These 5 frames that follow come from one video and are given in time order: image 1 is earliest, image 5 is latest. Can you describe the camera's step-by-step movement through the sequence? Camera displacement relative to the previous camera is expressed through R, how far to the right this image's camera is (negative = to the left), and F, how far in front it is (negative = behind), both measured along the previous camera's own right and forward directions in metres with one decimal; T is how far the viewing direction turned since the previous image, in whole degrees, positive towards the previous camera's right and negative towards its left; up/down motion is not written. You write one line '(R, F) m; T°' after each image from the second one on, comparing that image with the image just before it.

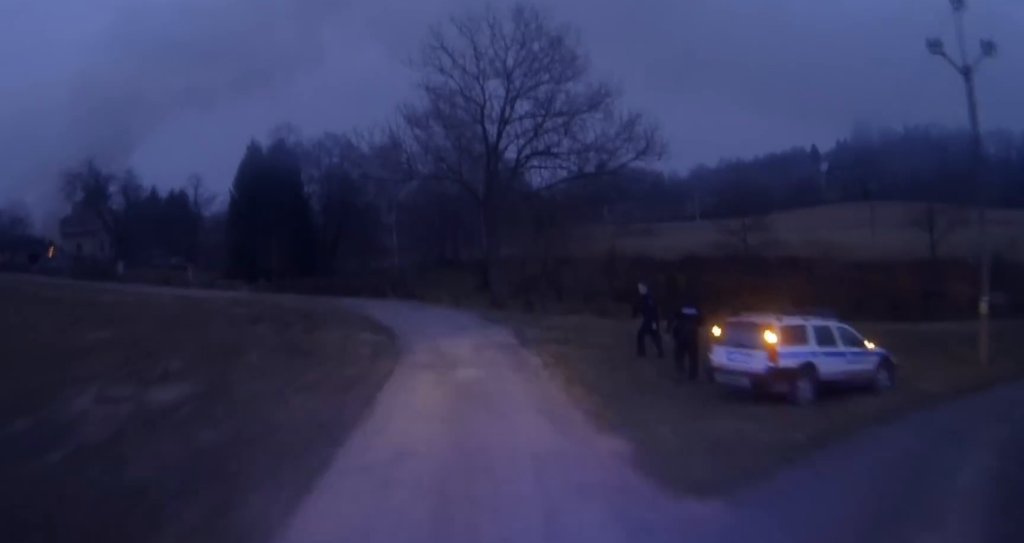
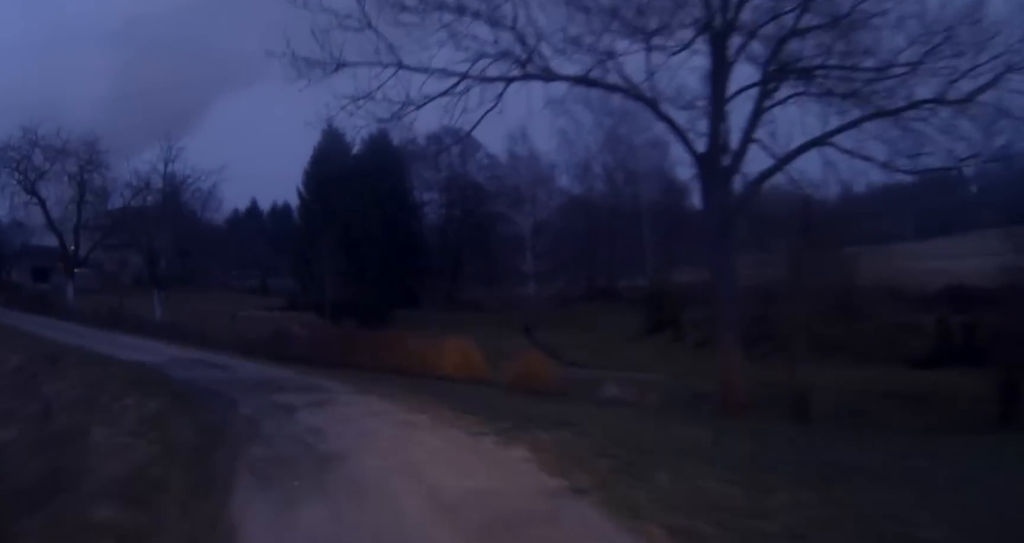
(-2.4, +26.1) m; -14°
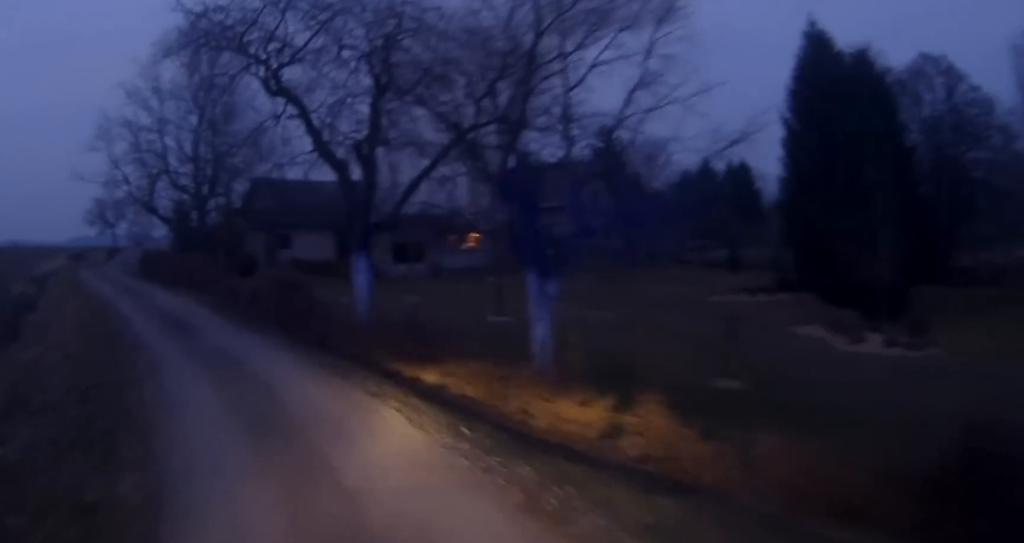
(-4.8, +19.3) m; -31°
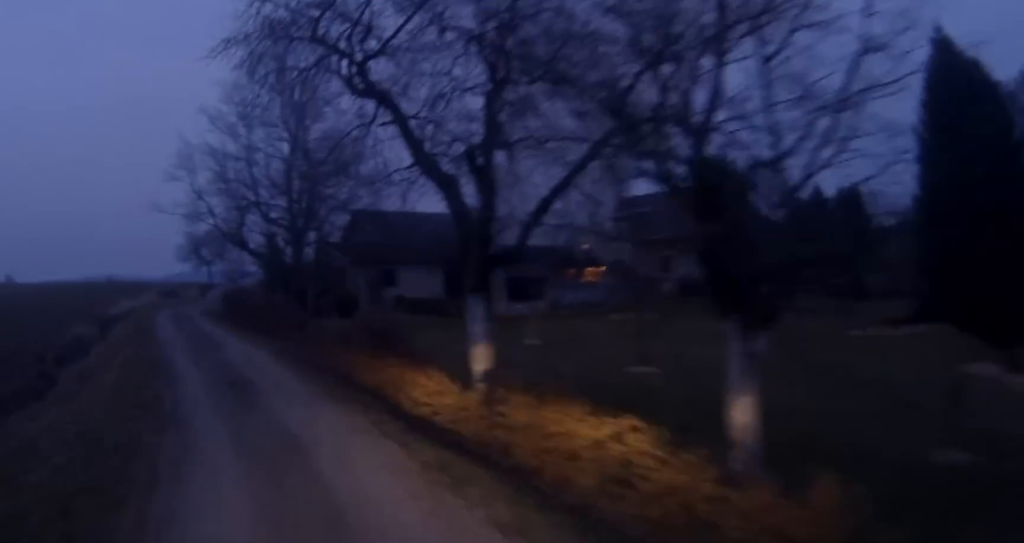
(-0.2, +4.2) m; -7°
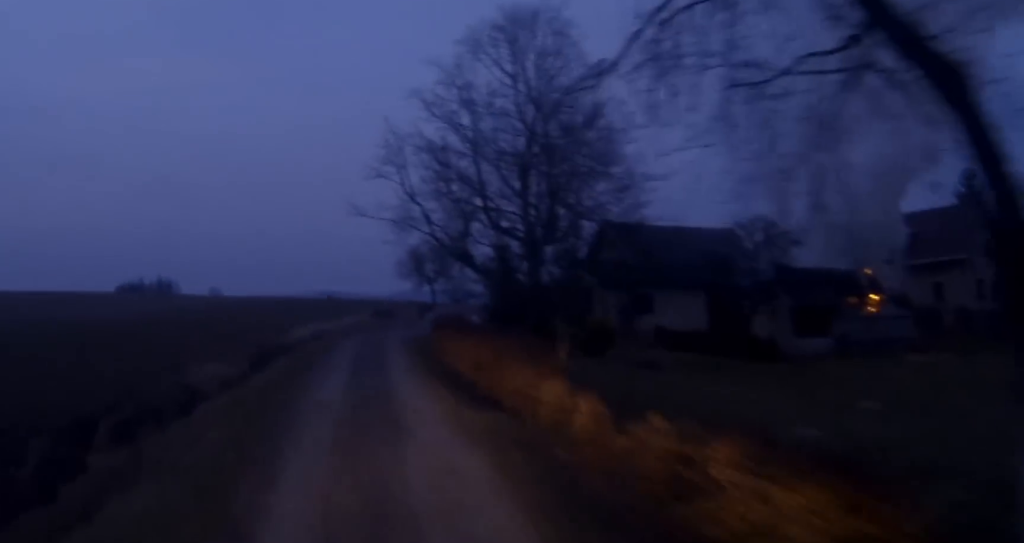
(-1.2, +9.5) m; -11°
